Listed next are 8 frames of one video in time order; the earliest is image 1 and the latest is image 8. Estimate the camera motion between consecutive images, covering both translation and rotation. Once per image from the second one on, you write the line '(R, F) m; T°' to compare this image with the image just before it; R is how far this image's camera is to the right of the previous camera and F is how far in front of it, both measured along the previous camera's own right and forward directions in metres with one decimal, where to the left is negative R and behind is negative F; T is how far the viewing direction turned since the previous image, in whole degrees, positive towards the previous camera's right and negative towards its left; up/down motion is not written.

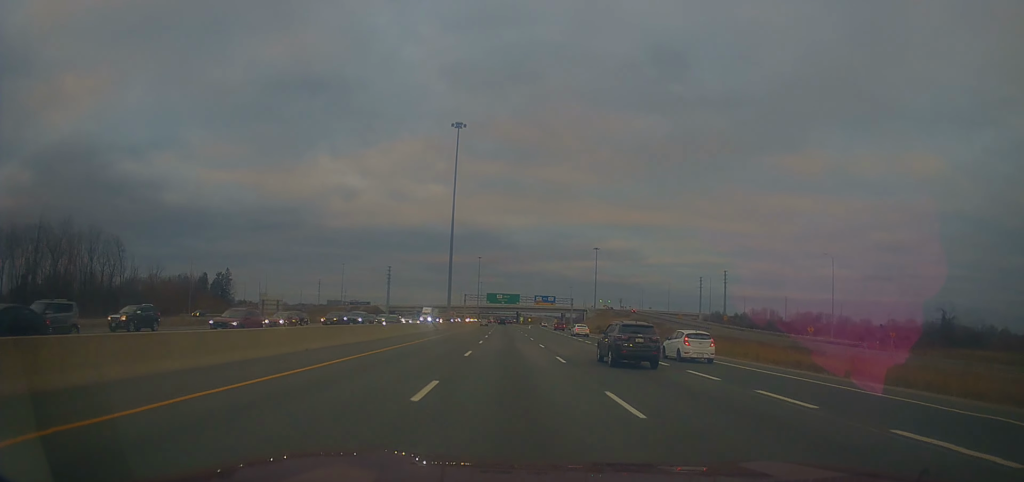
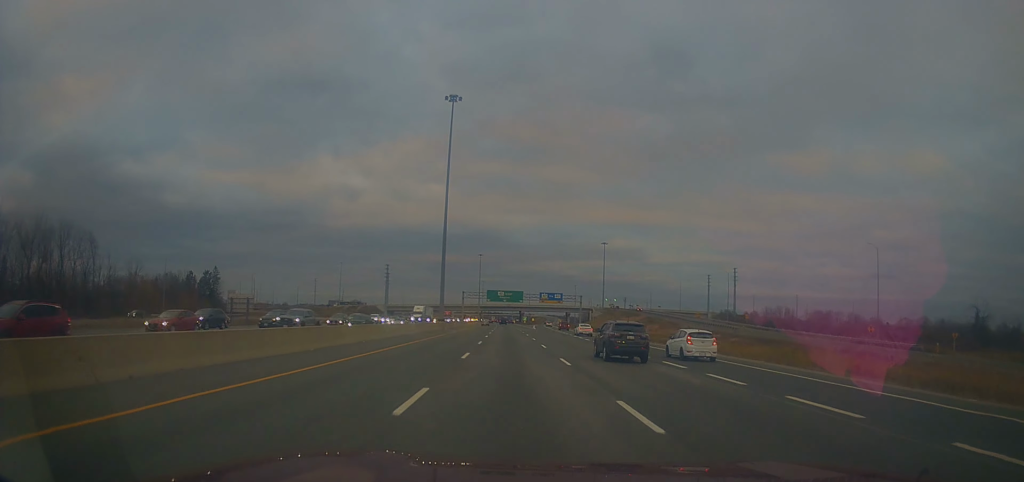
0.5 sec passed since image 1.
(0.0, +13.4) m; 0°
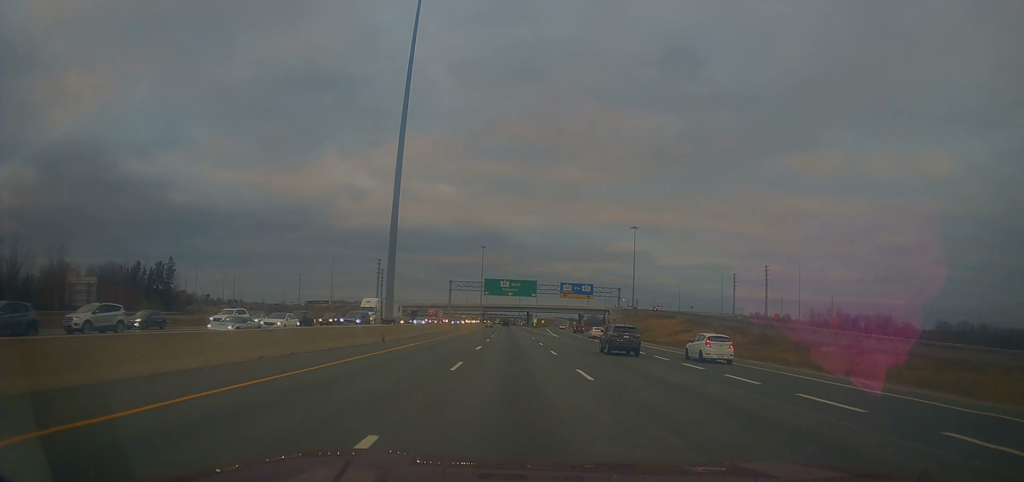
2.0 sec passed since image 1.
(-0.9, +40.3) m; -2°
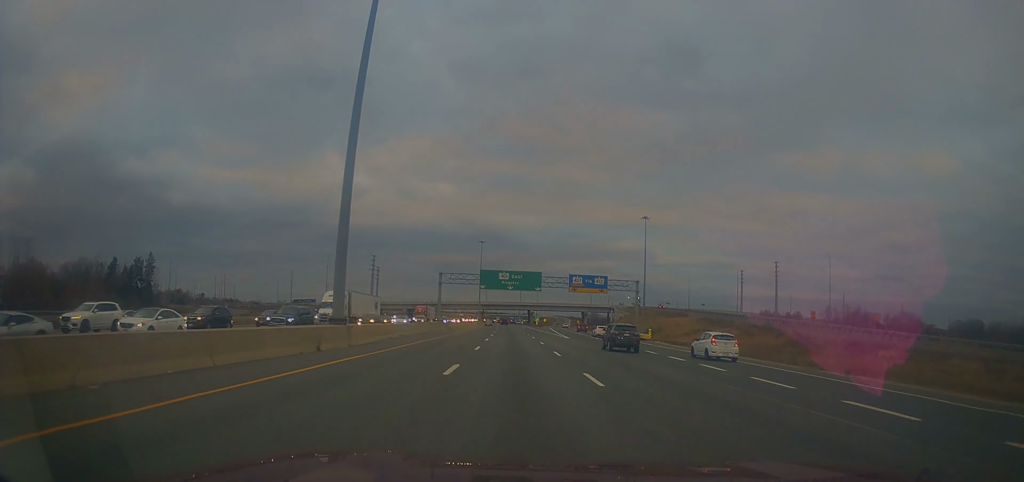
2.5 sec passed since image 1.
(0.0, +13.4) m; 0°
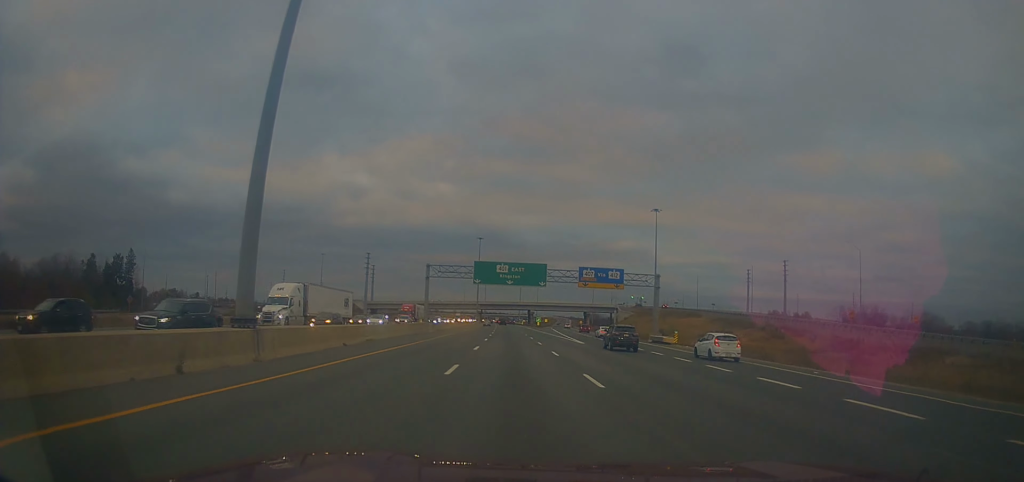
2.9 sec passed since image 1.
(-0.1, +11.7) m; +1°
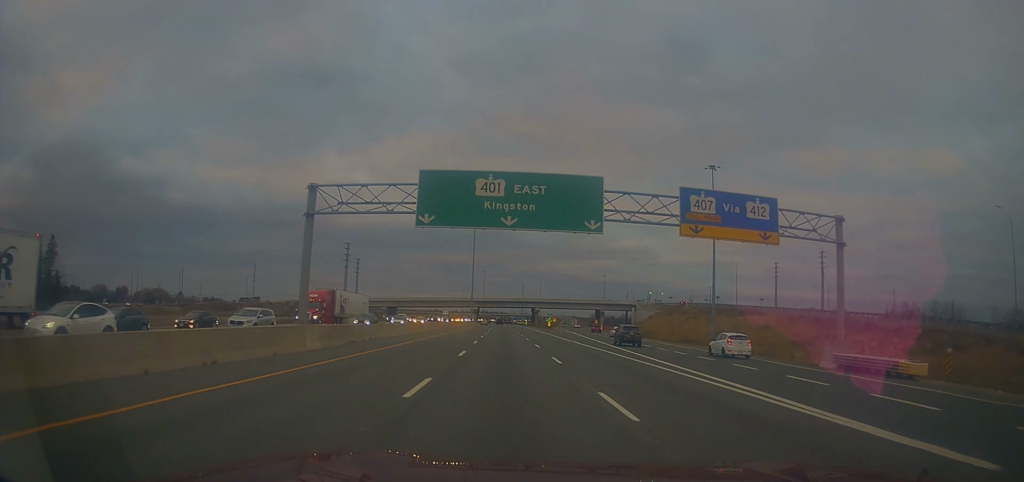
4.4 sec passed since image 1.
(+0.7, +40.6) m; 0°
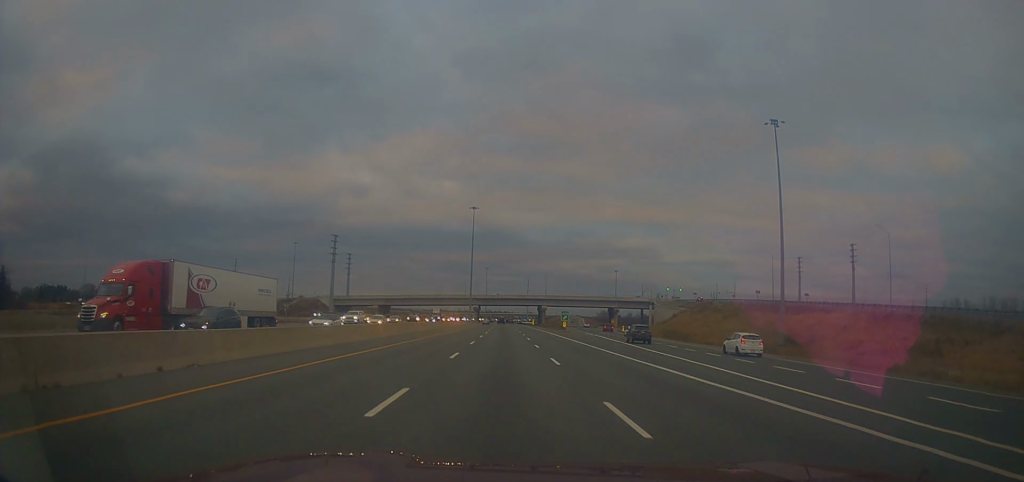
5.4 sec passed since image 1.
(-0.4, +25.3) m; -1°
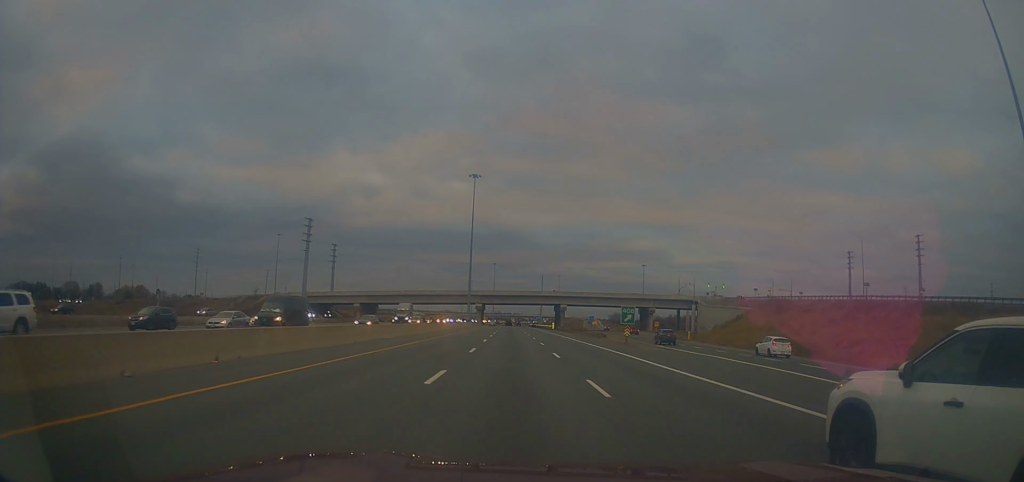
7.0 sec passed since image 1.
(-0.2, +43.3) m; 0°
